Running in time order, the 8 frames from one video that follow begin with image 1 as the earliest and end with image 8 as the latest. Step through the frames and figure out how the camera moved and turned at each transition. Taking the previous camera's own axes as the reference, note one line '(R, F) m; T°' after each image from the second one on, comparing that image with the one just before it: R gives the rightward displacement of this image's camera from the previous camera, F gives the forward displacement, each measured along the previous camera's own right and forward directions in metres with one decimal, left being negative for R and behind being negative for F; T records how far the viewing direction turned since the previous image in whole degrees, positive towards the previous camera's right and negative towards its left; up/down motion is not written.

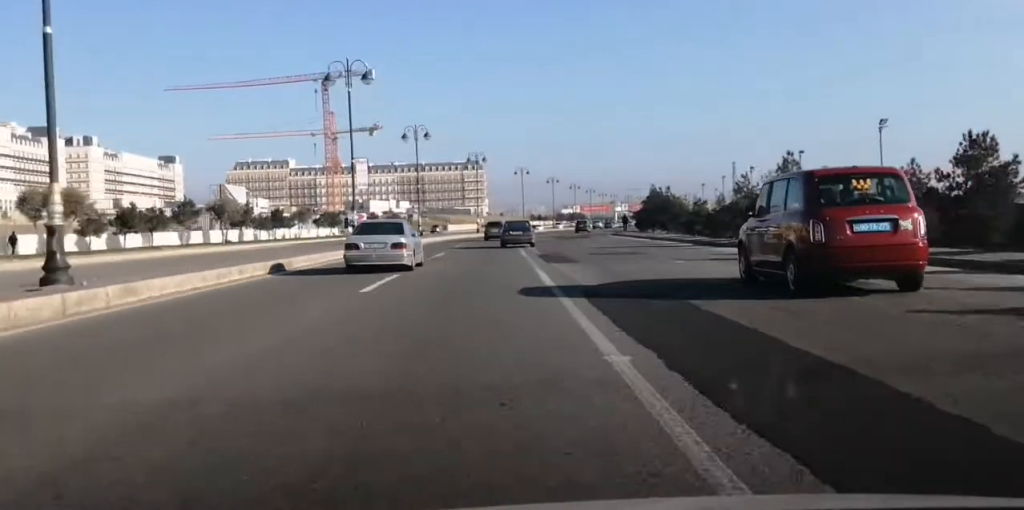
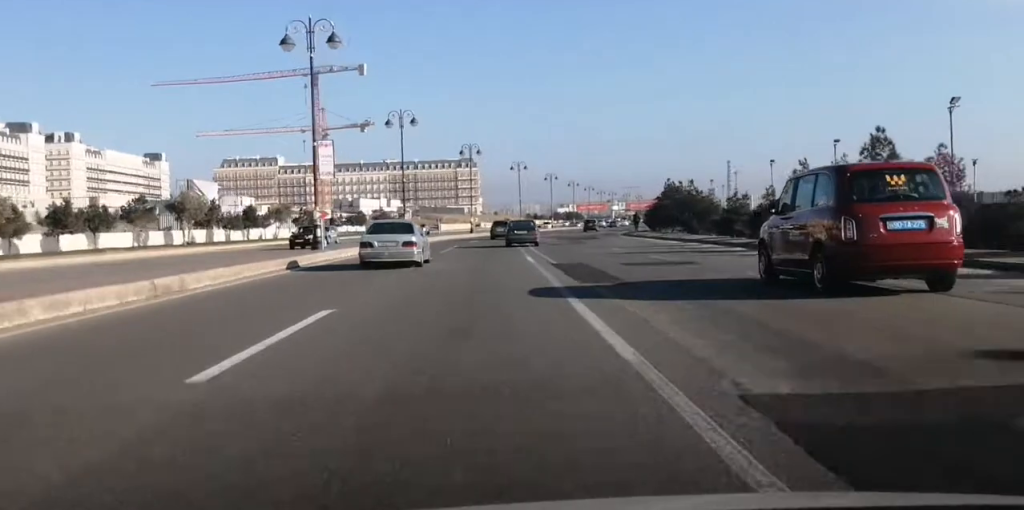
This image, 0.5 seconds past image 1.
(0.0, +9.9) m; 0°
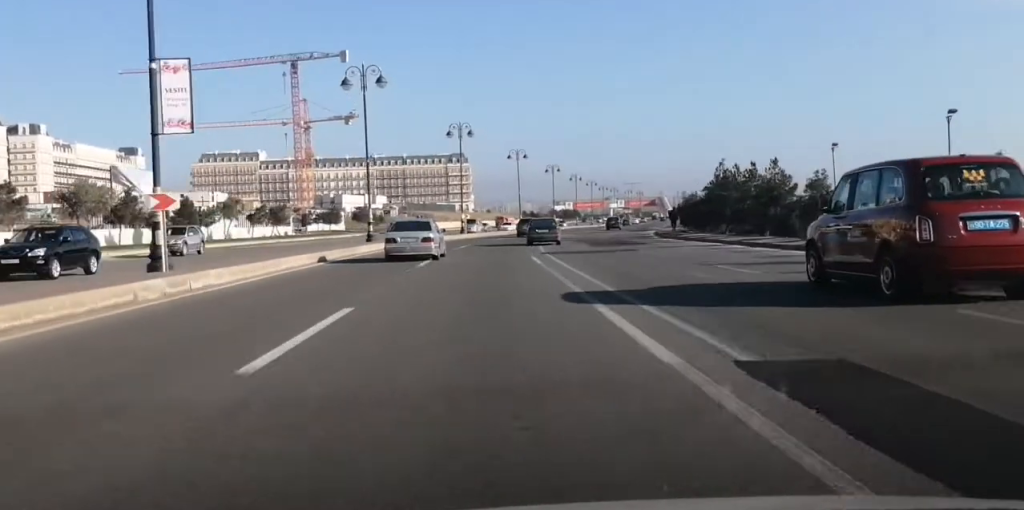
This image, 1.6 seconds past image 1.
(-0.3, +19.3) m; +1°
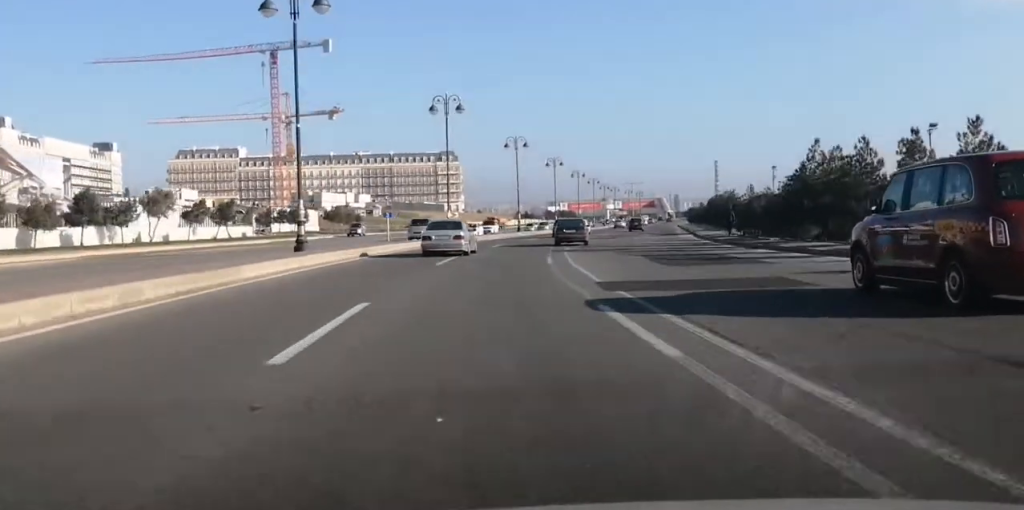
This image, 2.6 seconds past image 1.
(+0.4, +18.8) m; +2°
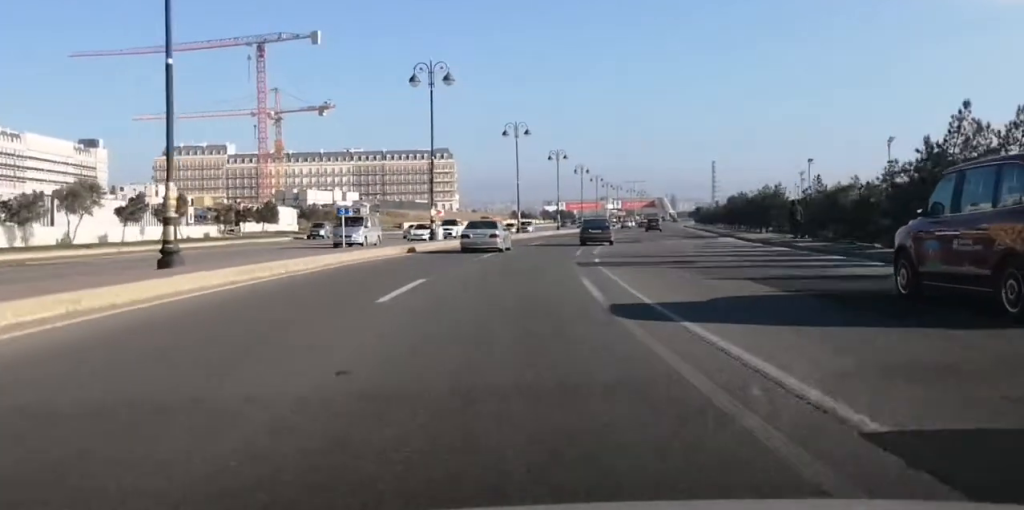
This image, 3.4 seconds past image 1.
(-0.1, +13.8) m; +1°
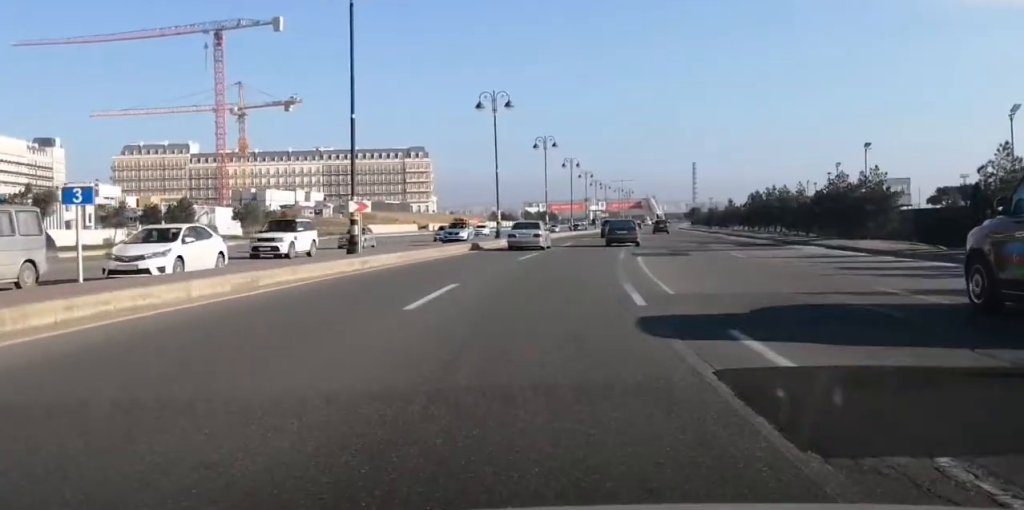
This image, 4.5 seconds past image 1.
(+0.6, +21.6) m; +2°
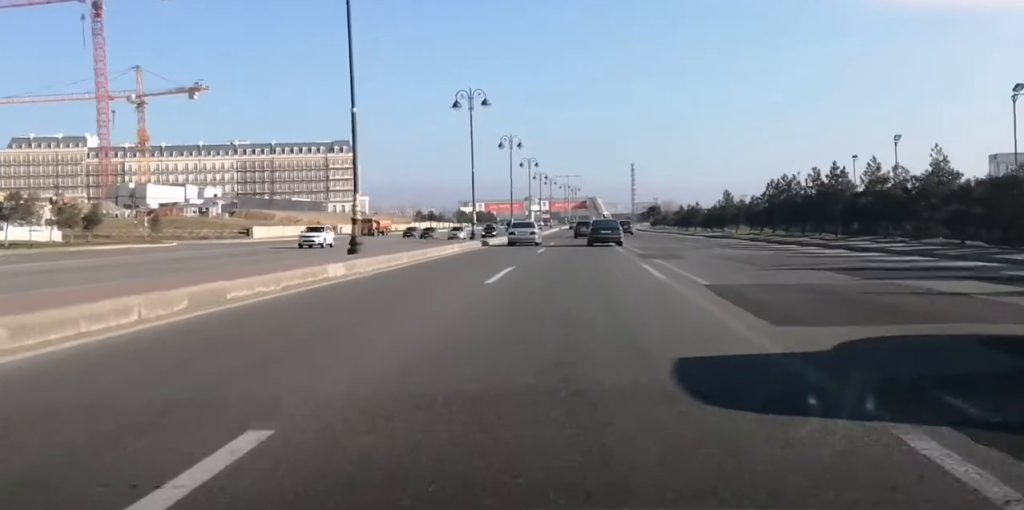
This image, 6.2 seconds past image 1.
(+1.8, +32.6) m; +6°
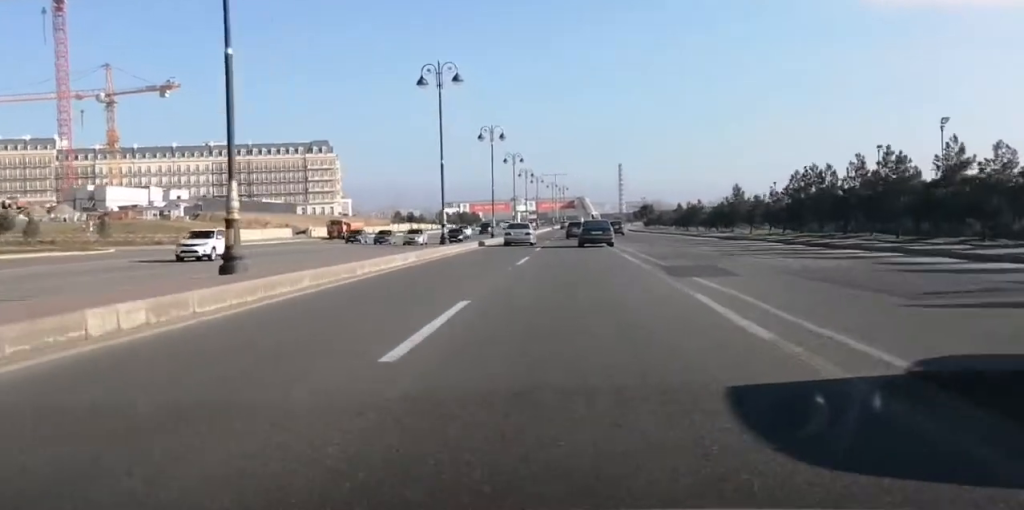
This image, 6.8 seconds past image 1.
(0.0, +10.4) m; 0°
